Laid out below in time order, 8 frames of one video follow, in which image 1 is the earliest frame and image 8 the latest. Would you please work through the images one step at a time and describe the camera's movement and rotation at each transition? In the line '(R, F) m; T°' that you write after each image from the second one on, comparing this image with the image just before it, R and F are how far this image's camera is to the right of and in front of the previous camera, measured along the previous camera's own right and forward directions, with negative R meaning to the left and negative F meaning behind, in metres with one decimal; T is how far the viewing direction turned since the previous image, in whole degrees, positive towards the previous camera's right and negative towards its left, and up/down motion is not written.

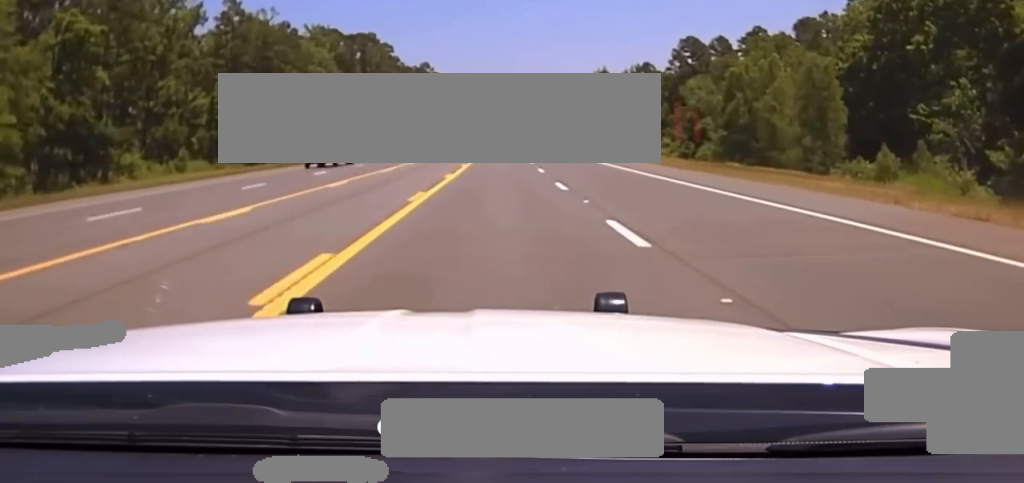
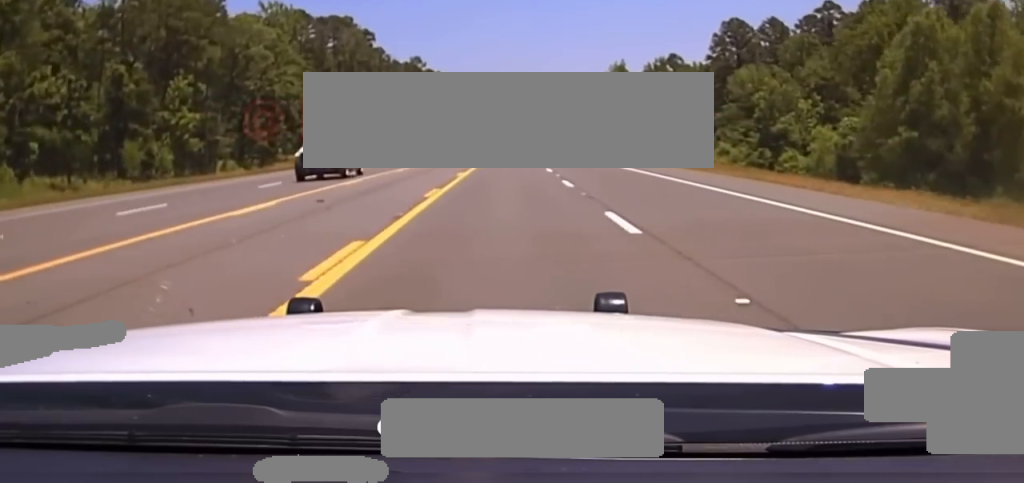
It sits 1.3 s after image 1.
(-0.2, +32.1) m; 0°
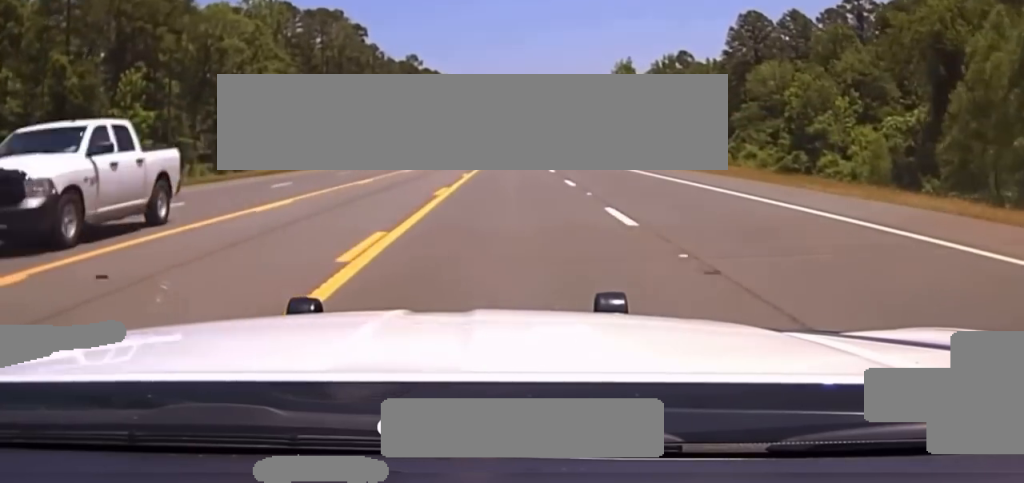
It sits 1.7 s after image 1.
(0.0, +9.9) m; 0°
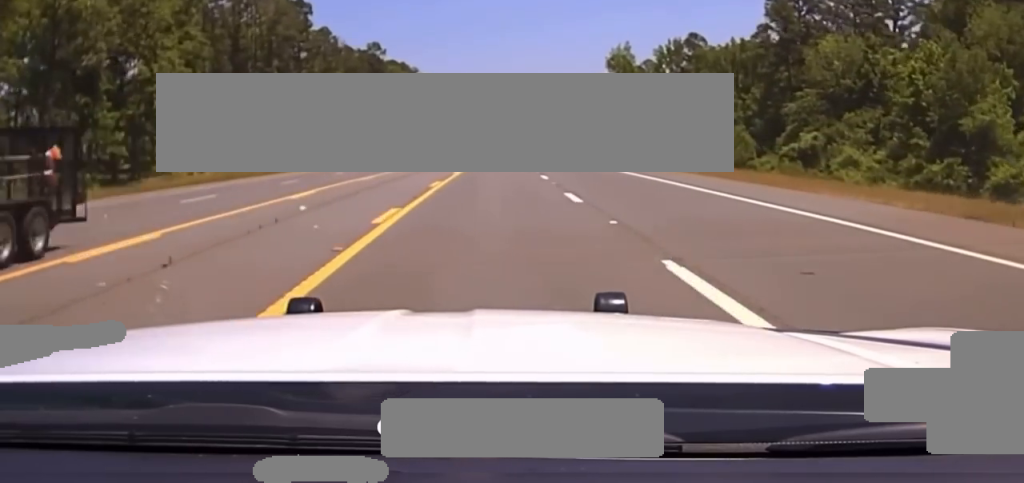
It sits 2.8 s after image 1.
(+0.4, +29.9) m; +1°
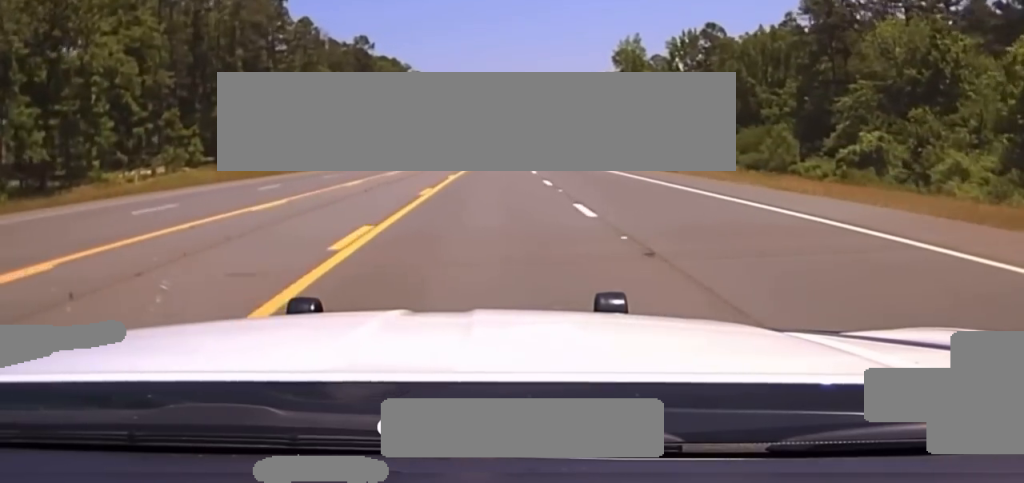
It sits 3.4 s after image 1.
(+0.1, +15.3) m; 0°
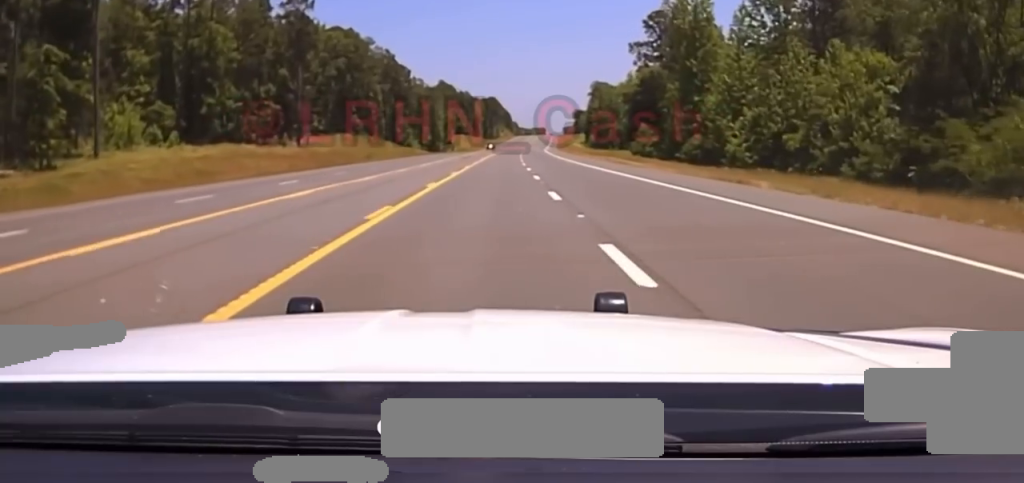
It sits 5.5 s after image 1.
(+0.3, +61.1) m; +1°
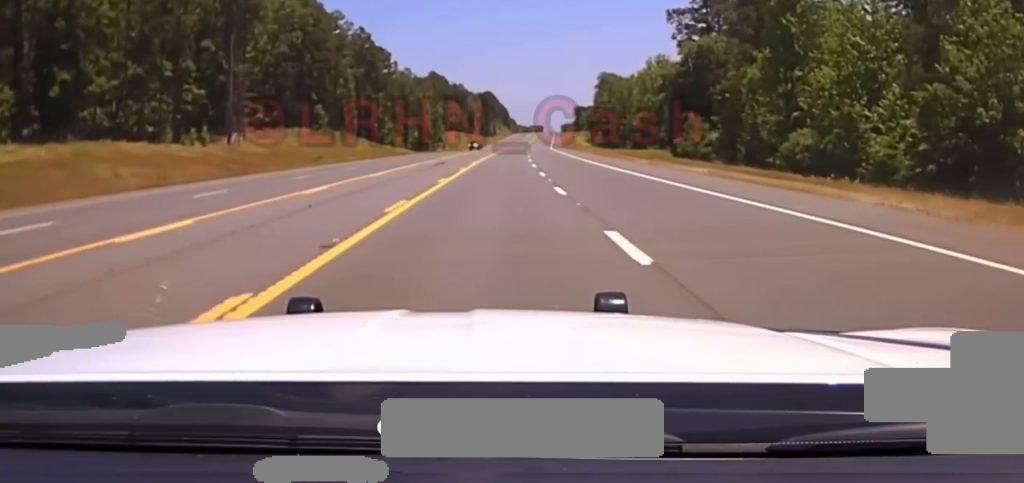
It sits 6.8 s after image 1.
(+0.3, +39.7) m; 0°
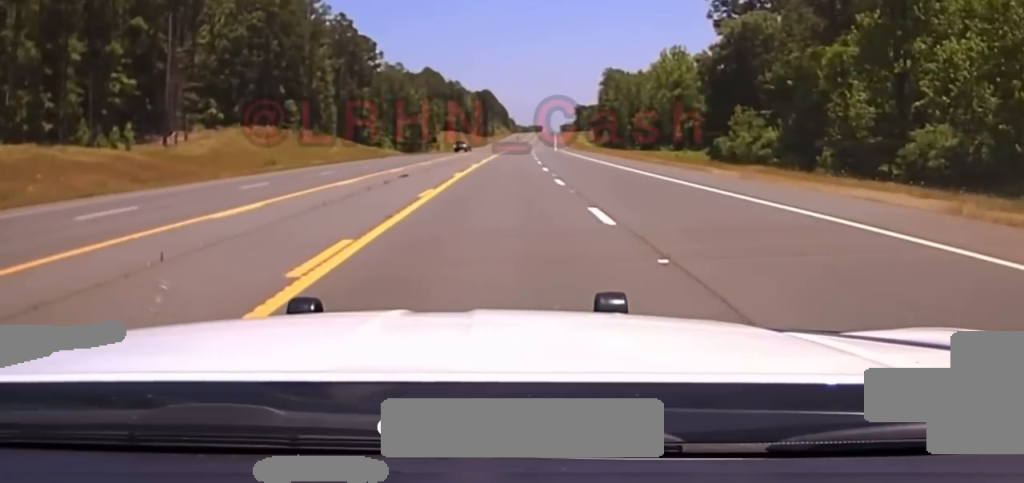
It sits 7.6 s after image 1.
(0.0, +20.3) m; 0°
